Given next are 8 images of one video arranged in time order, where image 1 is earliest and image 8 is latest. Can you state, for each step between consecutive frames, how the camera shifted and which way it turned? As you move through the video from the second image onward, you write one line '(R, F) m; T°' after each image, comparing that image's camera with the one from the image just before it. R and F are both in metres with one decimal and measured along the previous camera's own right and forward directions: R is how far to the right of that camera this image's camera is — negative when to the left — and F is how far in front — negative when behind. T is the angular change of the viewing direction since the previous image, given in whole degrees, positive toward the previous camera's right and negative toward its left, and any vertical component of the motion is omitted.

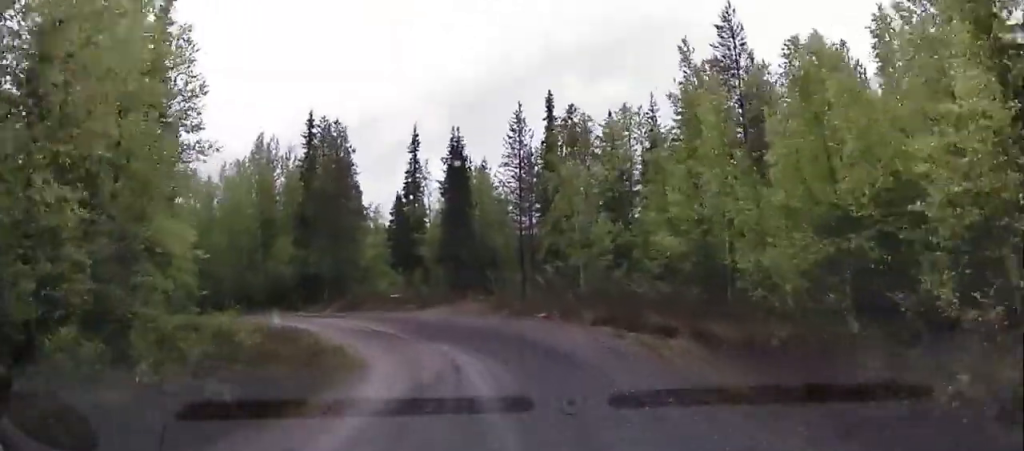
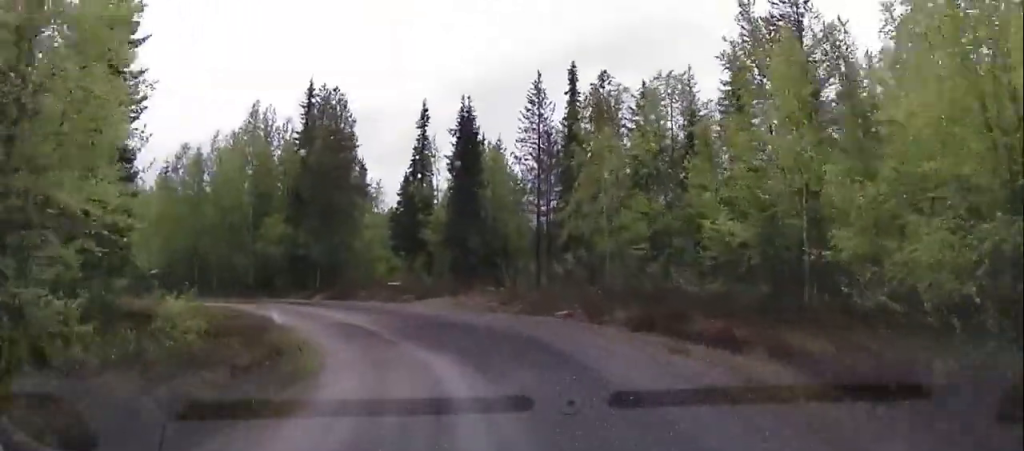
(-0.3, +4.2) m; -4°
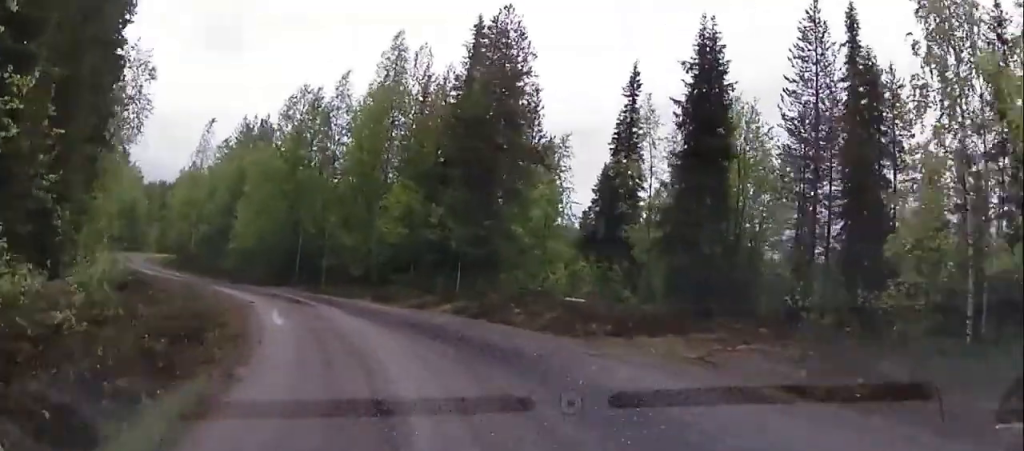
(-1.9, +13.2) m; -10°
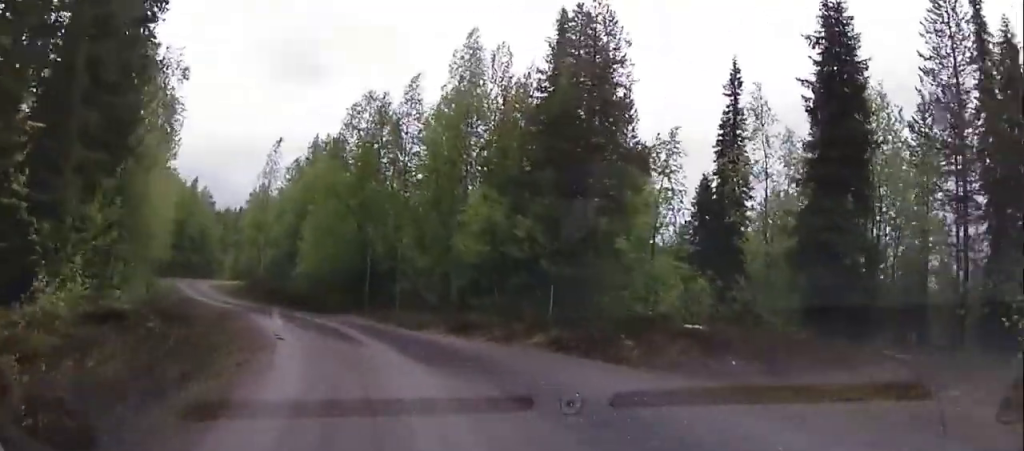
(0.0, +4.0) m; -3°
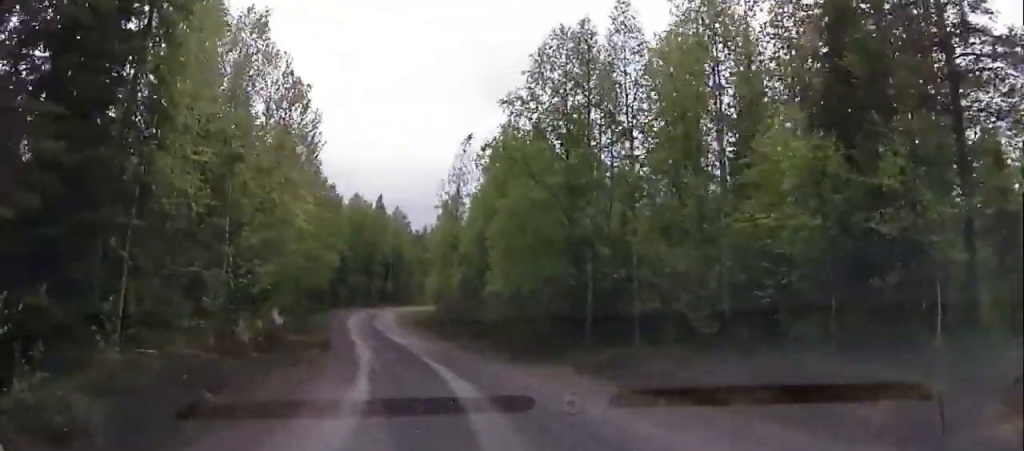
(-1.2, +11.1) m; -17°
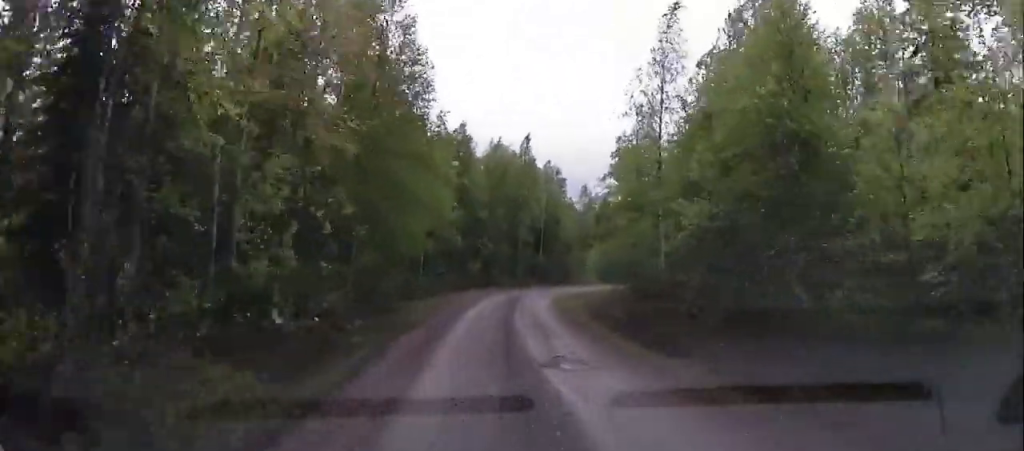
(-5.0, +21.6) m; -15°
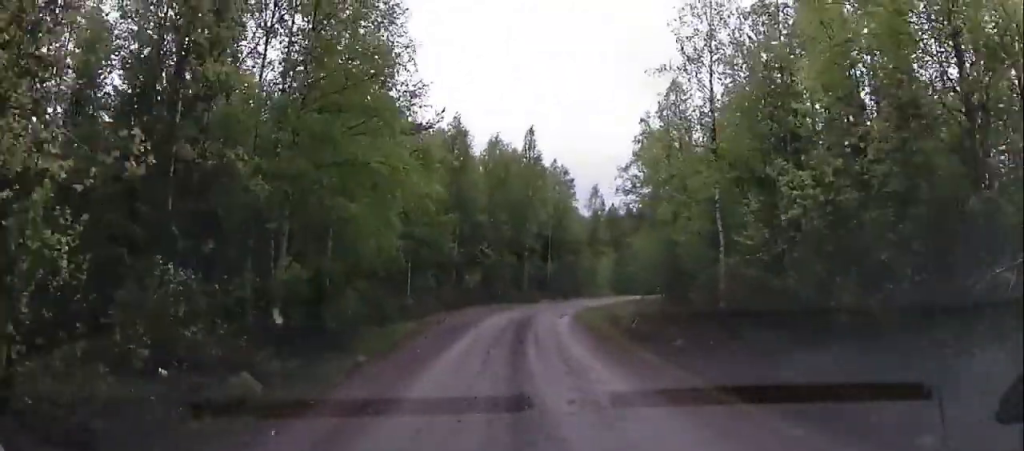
(0.0, +7.7) m; +1°
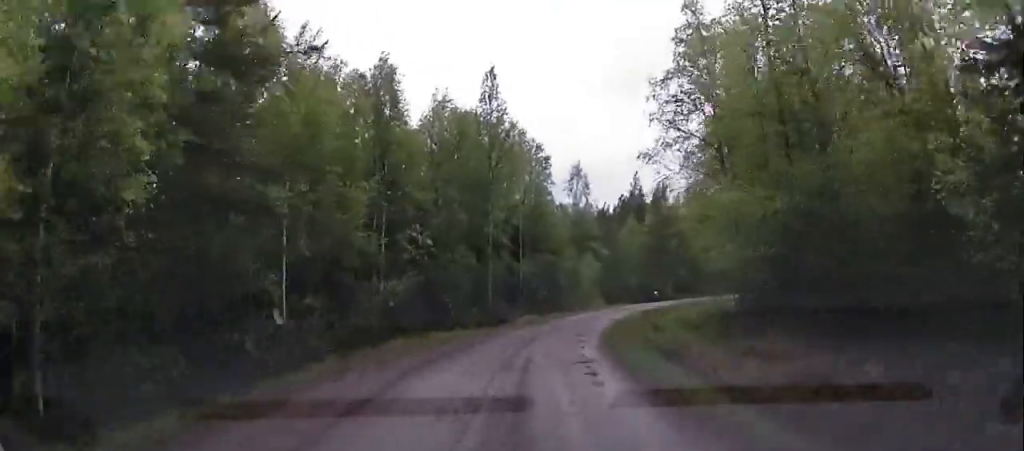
(+0.2, +16.6) m; +2°
